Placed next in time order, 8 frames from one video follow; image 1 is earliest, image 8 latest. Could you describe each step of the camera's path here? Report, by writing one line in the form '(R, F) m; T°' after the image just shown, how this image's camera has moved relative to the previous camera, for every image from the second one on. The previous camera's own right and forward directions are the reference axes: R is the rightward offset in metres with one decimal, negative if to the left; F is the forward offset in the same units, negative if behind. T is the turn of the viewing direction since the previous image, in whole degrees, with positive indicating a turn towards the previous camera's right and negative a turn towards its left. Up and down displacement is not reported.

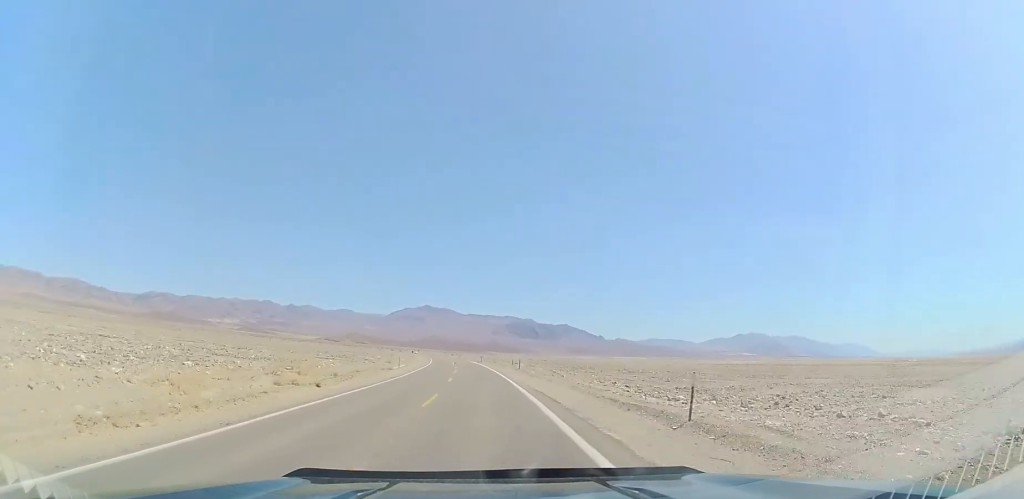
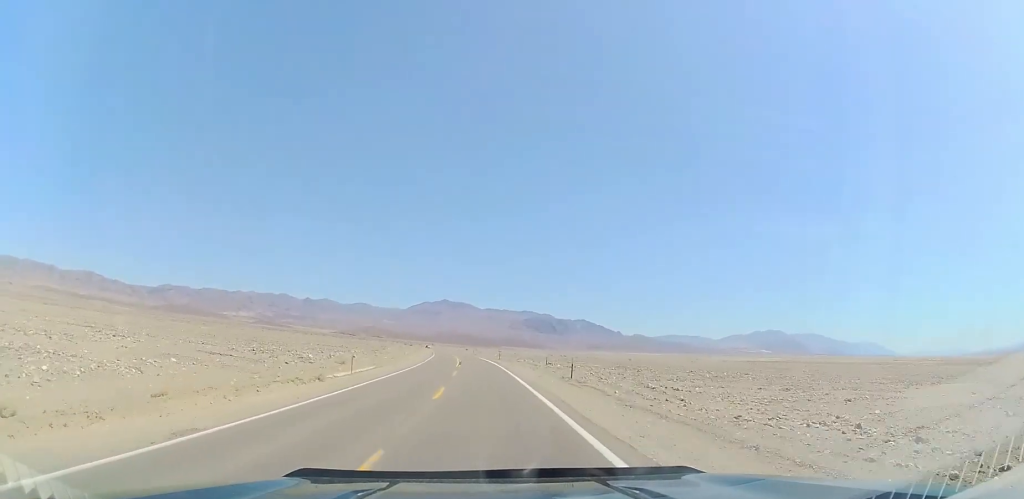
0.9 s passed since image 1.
(-0.6, +27.5) m; -2°
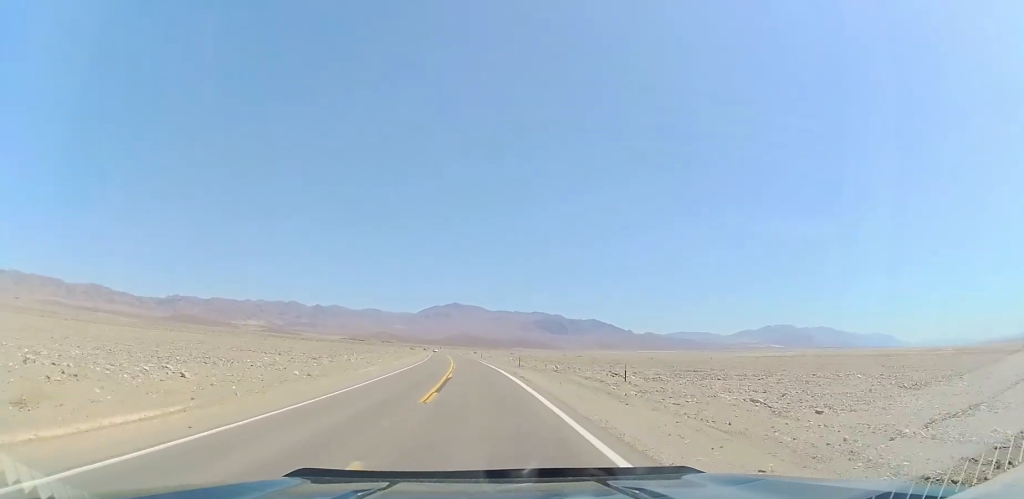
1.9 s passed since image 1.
(-0.7, +29.6) m; -2°
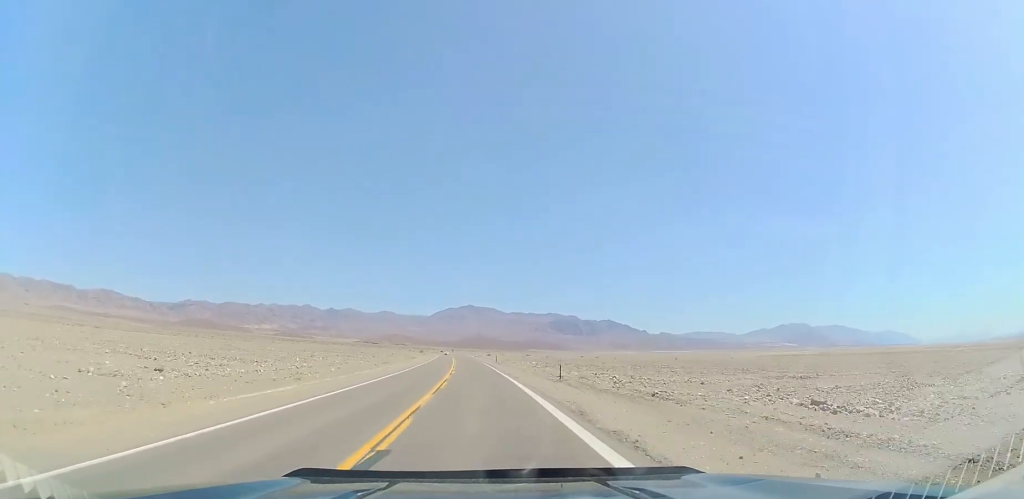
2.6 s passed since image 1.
(-0.2, +22.5) m; -1°
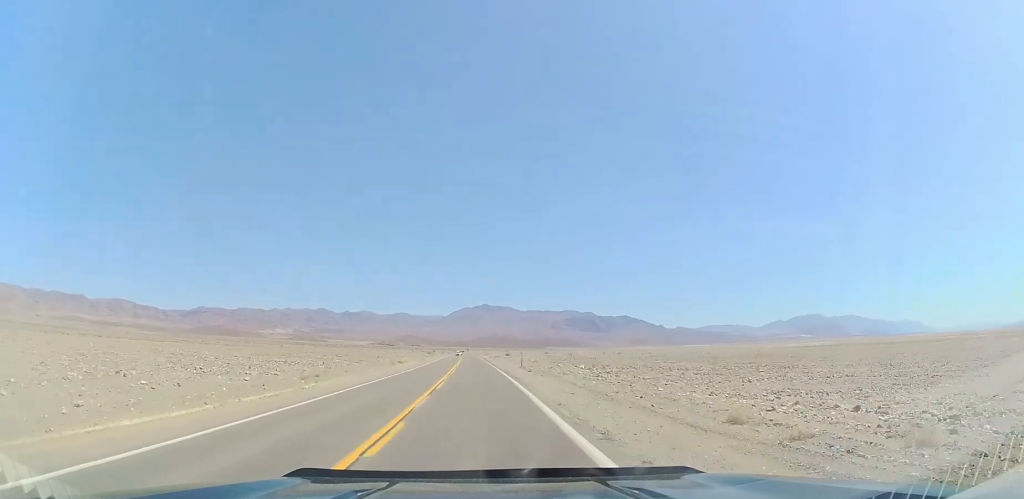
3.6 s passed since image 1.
(-0.5, +30.1) m; -1°
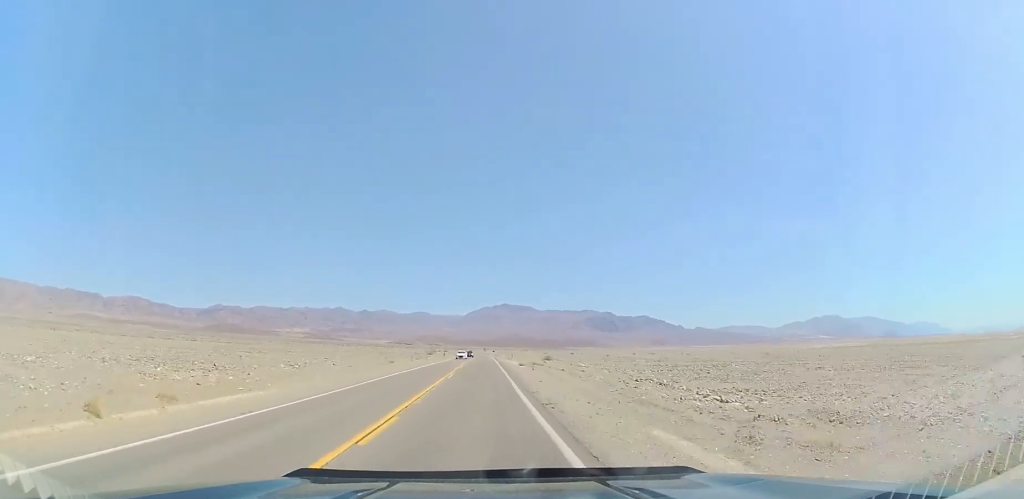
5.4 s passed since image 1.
(-1.3, +58.3) m; -3°
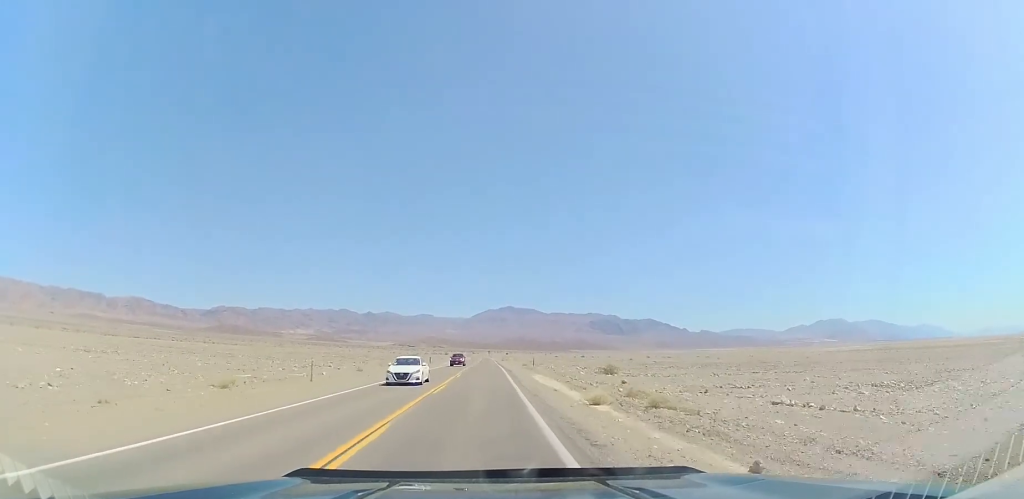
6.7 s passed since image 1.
(-0.3, +38.2) m; 0°
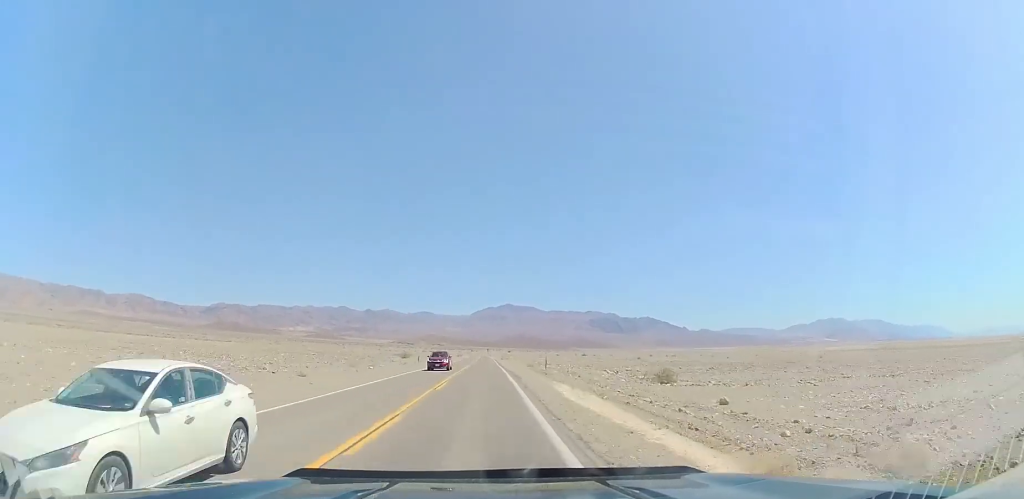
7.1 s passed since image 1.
(0.0, +13.4) m; 0°
